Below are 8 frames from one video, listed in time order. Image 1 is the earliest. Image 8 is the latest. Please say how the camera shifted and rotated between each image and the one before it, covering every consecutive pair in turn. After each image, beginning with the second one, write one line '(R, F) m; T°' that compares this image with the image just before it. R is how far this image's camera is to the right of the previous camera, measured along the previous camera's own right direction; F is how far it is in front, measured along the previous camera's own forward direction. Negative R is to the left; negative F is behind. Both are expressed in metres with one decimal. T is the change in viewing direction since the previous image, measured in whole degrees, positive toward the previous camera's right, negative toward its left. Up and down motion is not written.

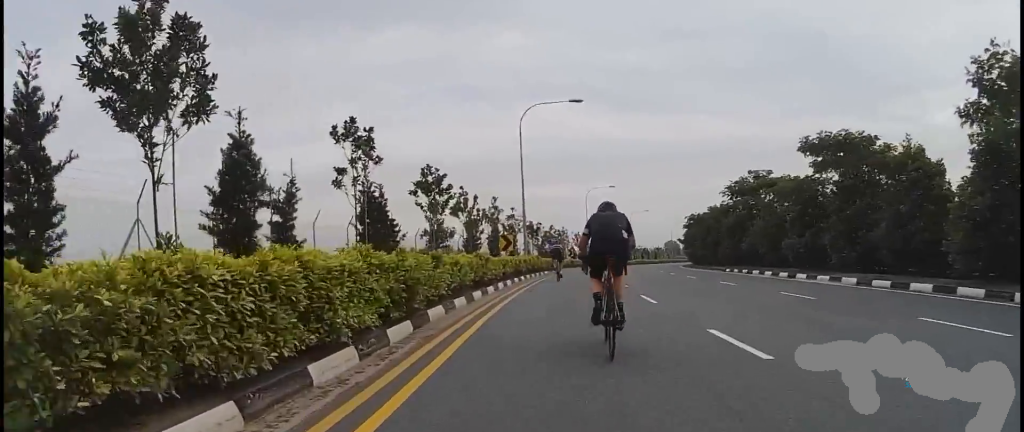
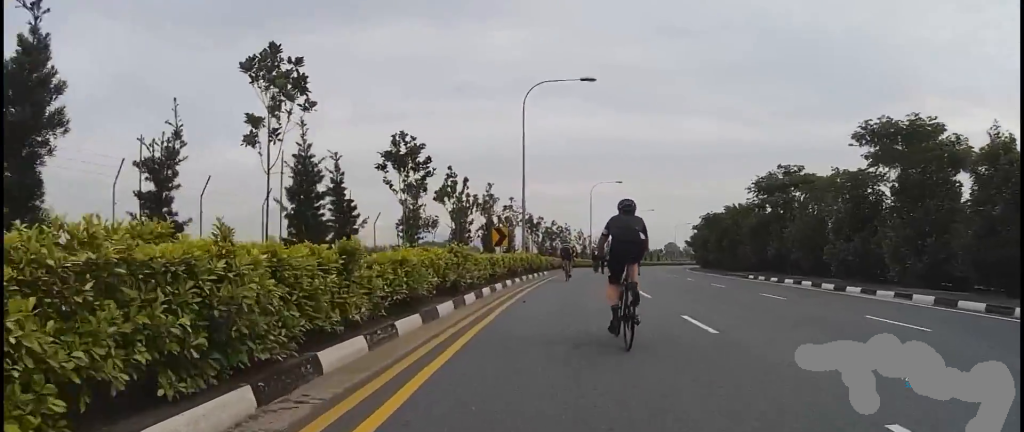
(0.0, +4.0) m; -3°
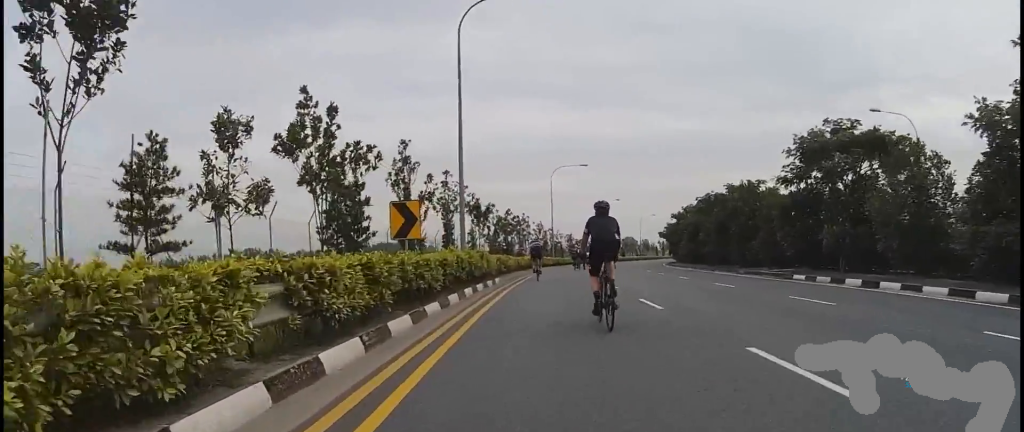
(-1.5, +9.8) m; -2°
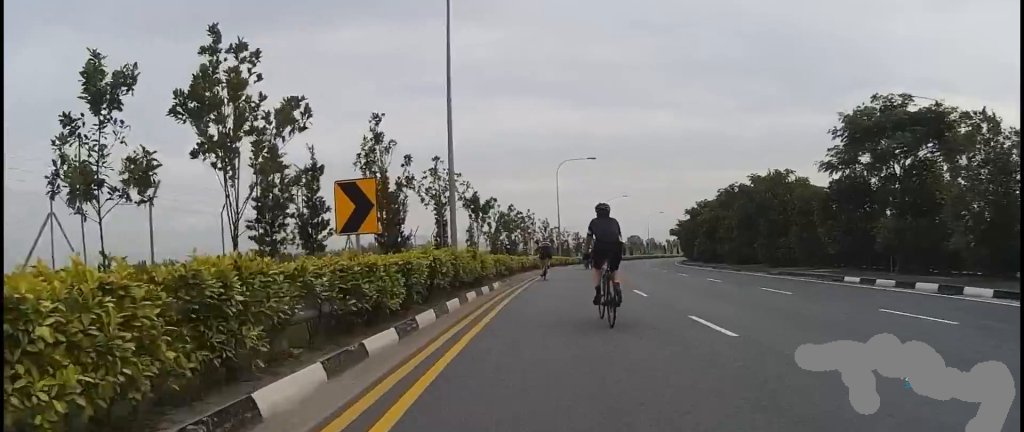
(-0.3, +3.2) m; +5°
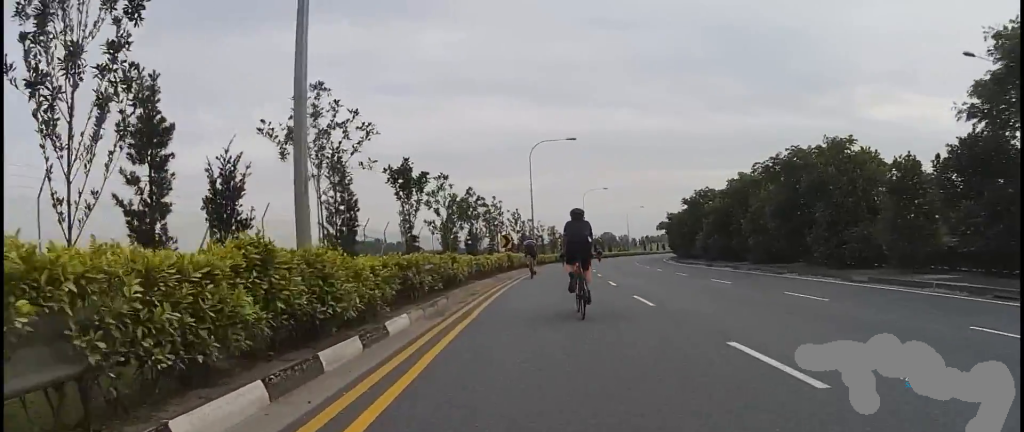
(+1.3, +8.5) m; 0°
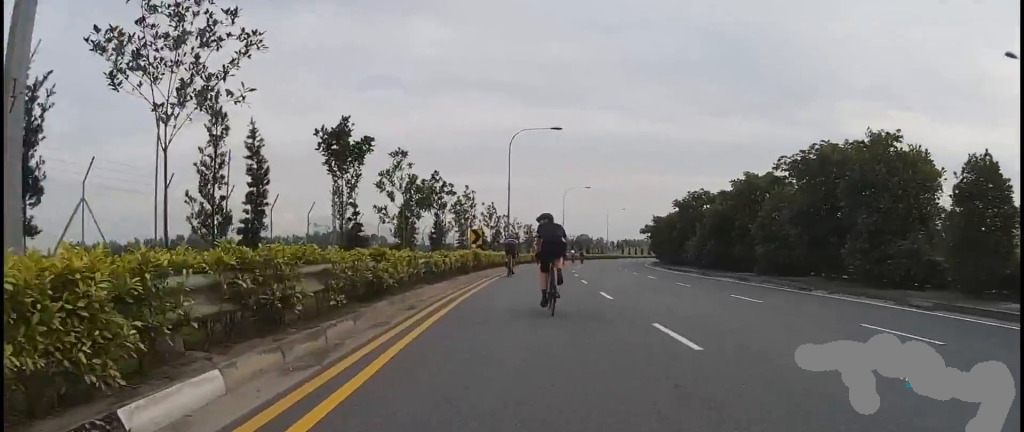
(-0.8, +4.1) m; 0°
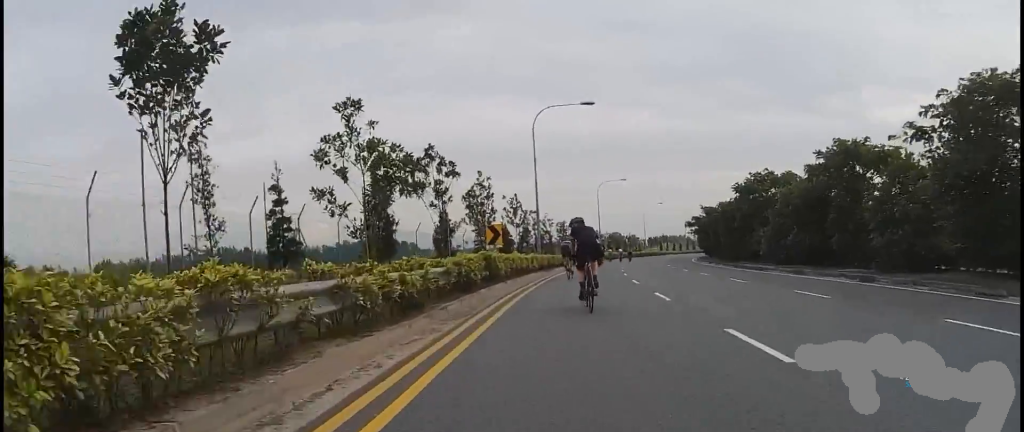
(+0.4, +7.0) m; 0°
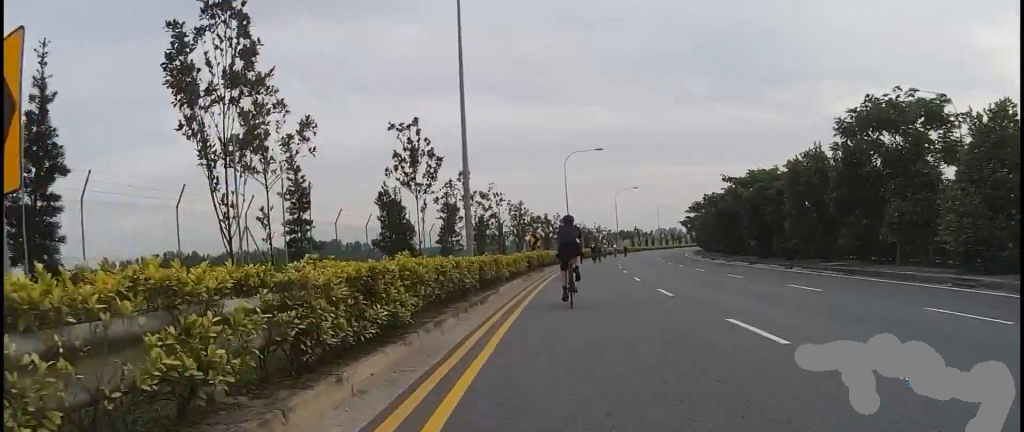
(+0.5, +17.6) m; +8°
